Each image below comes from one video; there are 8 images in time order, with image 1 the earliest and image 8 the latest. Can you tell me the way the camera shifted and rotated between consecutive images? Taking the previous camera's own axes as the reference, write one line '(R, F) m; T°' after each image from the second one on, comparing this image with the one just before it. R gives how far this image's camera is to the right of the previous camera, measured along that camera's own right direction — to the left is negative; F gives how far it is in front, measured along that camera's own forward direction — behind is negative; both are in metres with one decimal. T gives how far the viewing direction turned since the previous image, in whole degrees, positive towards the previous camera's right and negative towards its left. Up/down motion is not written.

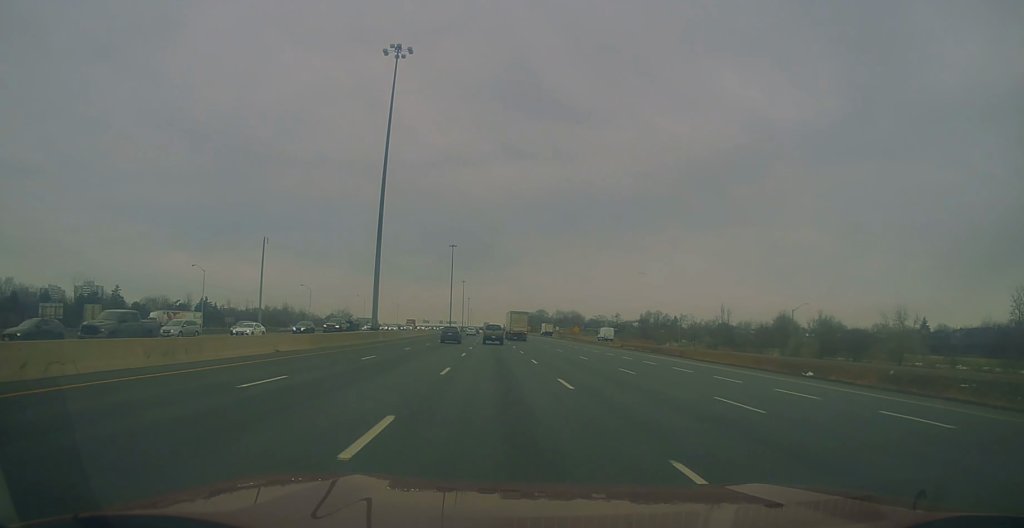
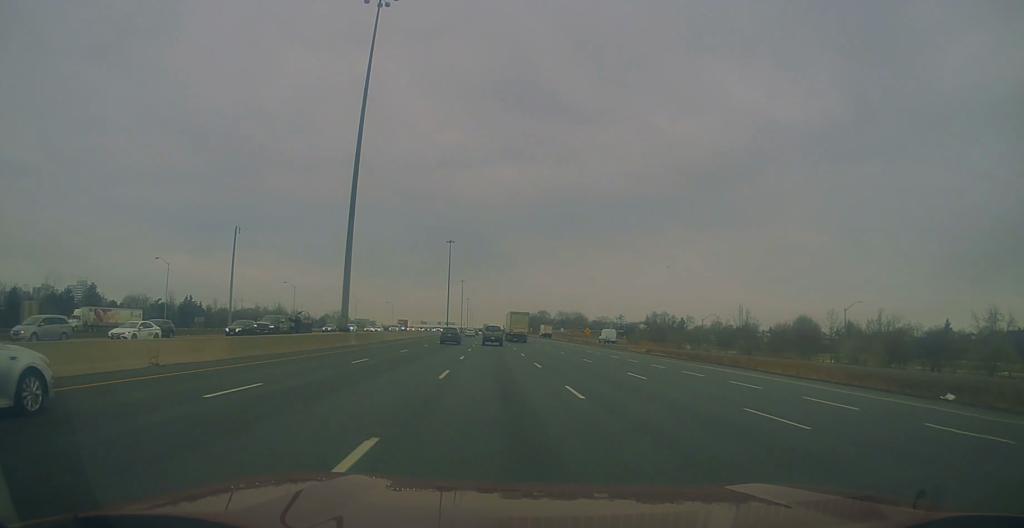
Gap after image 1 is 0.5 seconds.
(+0.1, +14.0) m; 0°
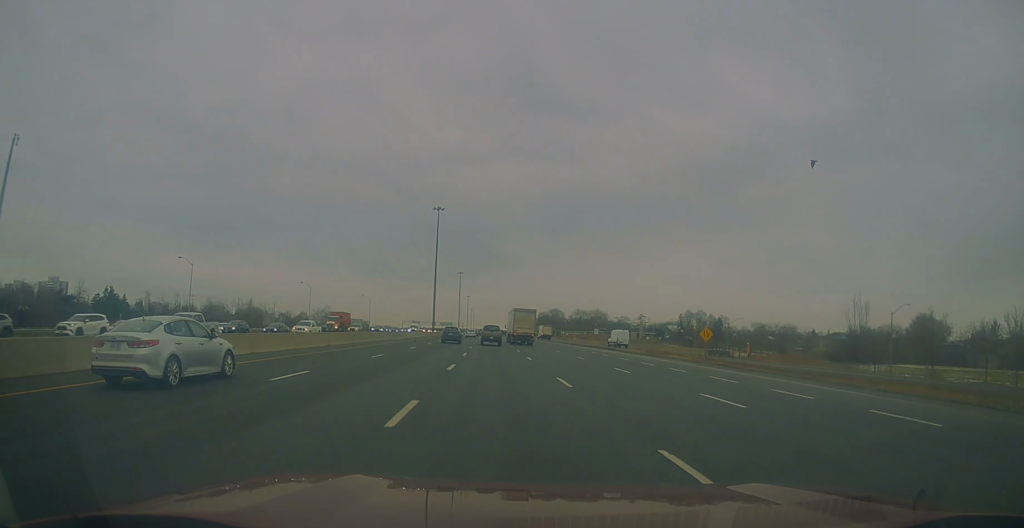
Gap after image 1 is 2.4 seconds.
(-0.3, +57.5) m; -1°
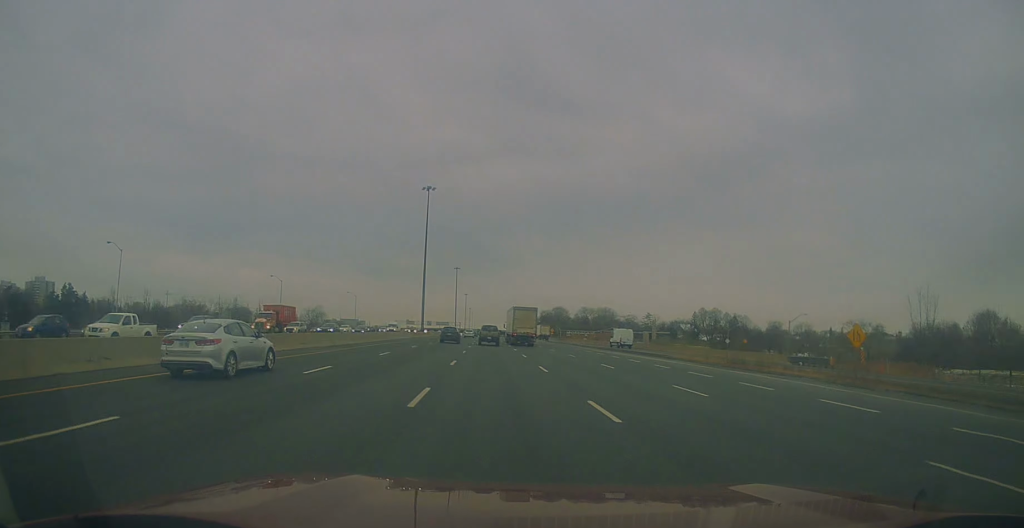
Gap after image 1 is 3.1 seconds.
(-0.2, +21.7) m; 0°
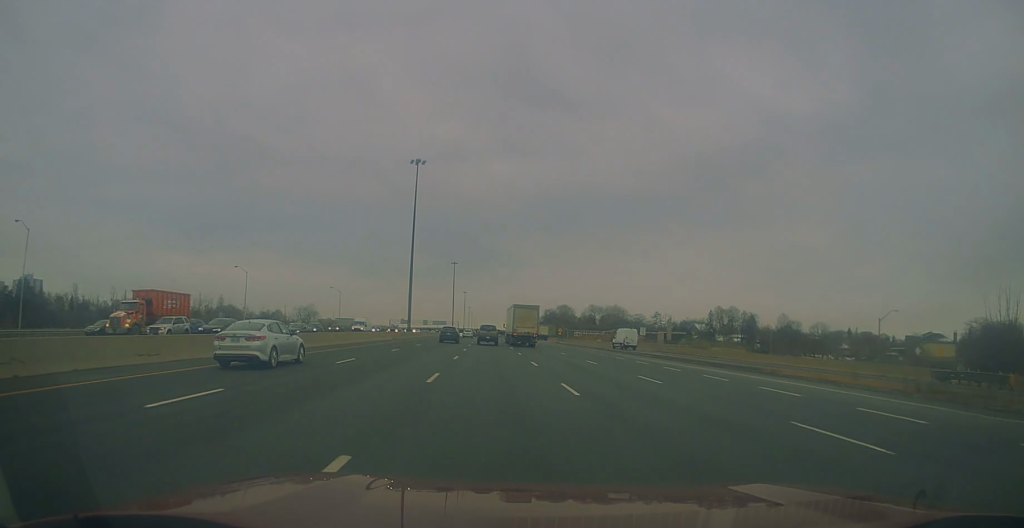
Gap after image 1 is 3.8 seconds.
(-0.1, +20.5) m; 0°
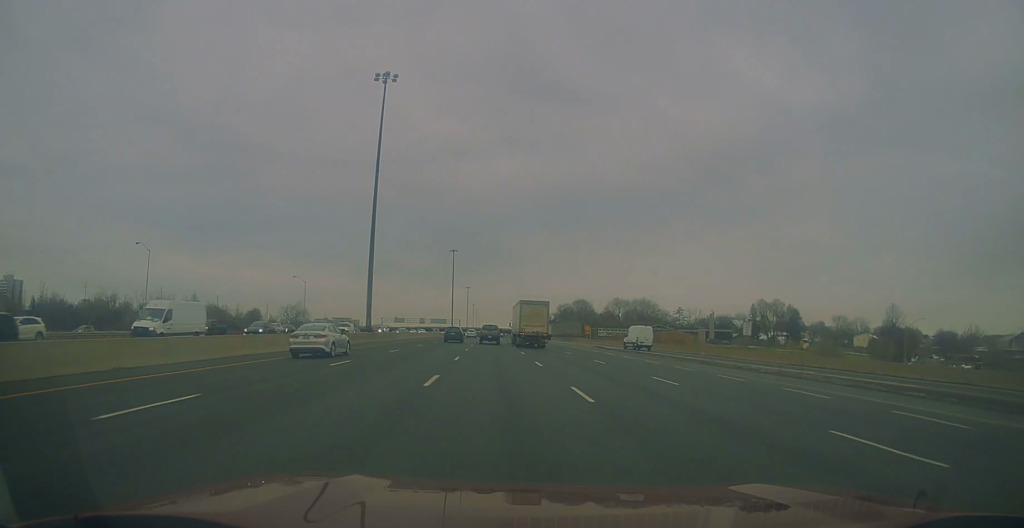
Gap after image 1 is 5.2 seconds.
(+0.4, +38.3) m; 0°
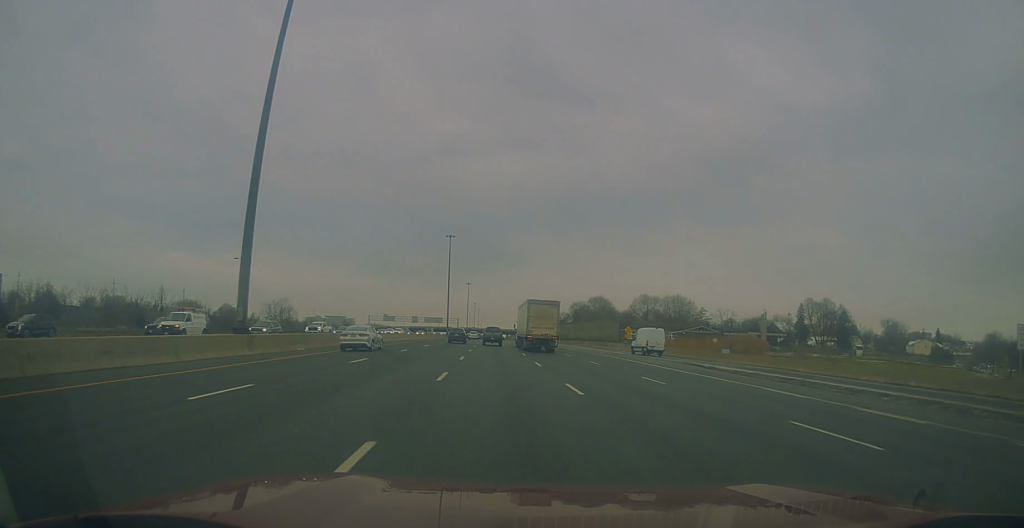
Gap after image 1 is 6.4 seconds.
(-0.2, +34.8) m; 0°
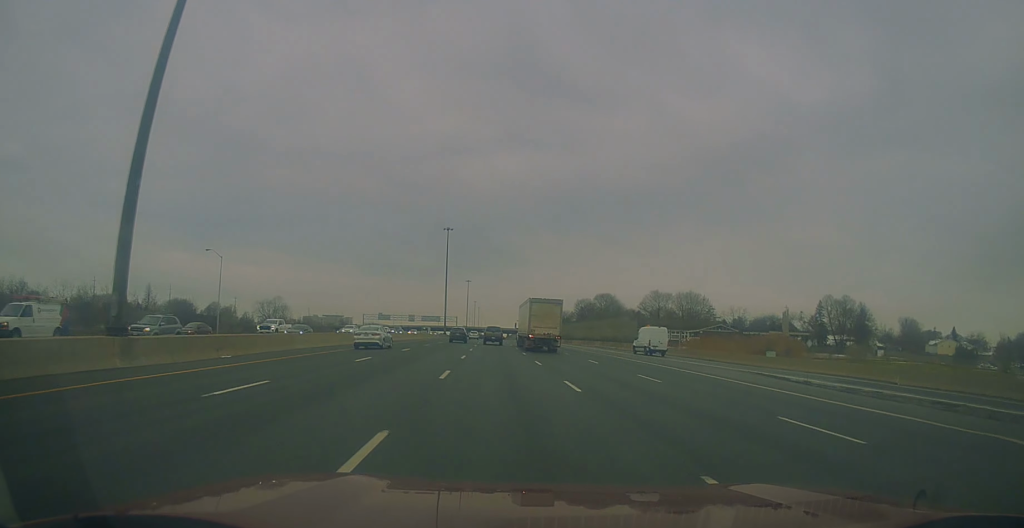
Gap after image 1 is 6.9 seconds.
(-0.1, +11.6) m; 0°
